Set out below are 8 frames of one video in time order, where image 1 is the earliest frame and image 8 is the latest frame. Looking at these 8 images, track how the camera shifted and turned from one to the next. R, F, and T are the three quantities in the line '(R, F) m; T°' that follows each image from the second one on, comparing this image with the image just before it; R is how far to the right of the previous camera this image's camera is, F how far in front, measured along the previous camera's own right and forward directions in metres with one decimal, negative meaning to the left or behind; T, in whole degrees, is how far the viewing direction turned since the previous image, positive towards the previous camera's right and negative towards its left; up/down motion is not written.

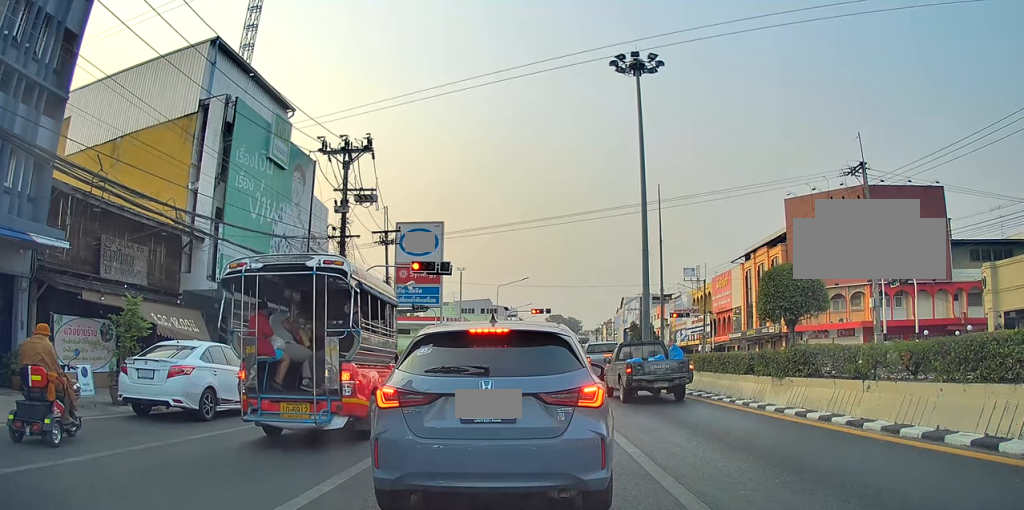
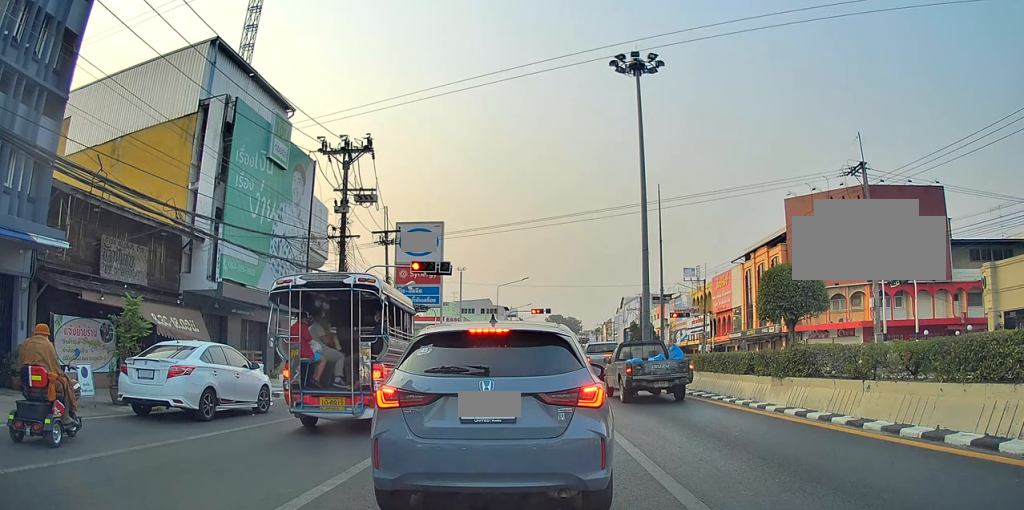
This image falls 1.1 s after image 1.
(0.0, +0.2) m; 0°
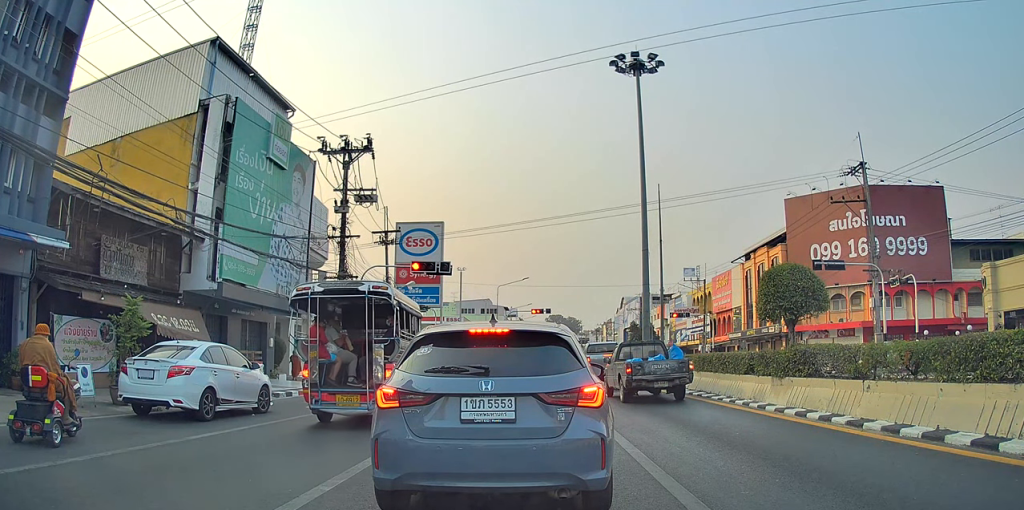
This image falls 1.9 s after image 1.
(0.0, -0.1) m; 0°
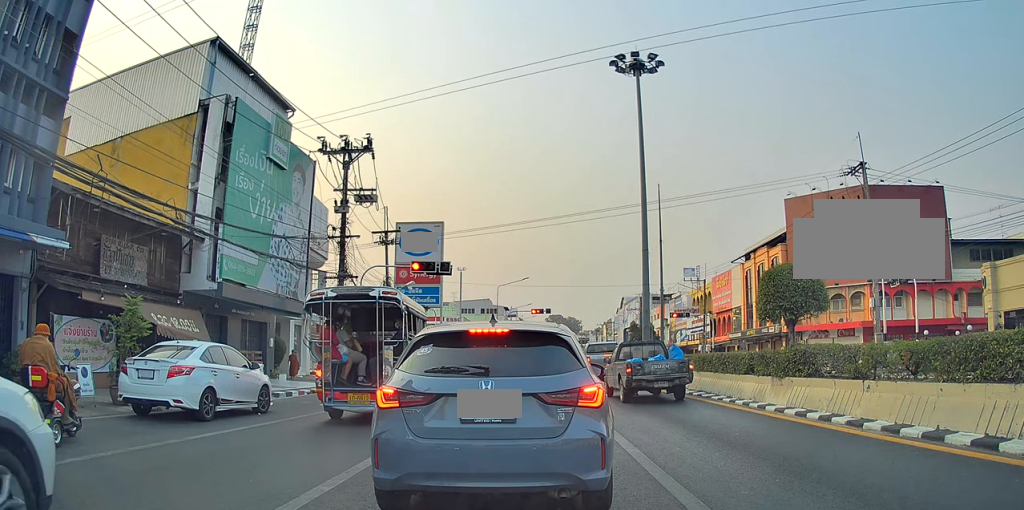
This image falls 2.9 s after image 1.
(0.0, 0.0) m; 0°
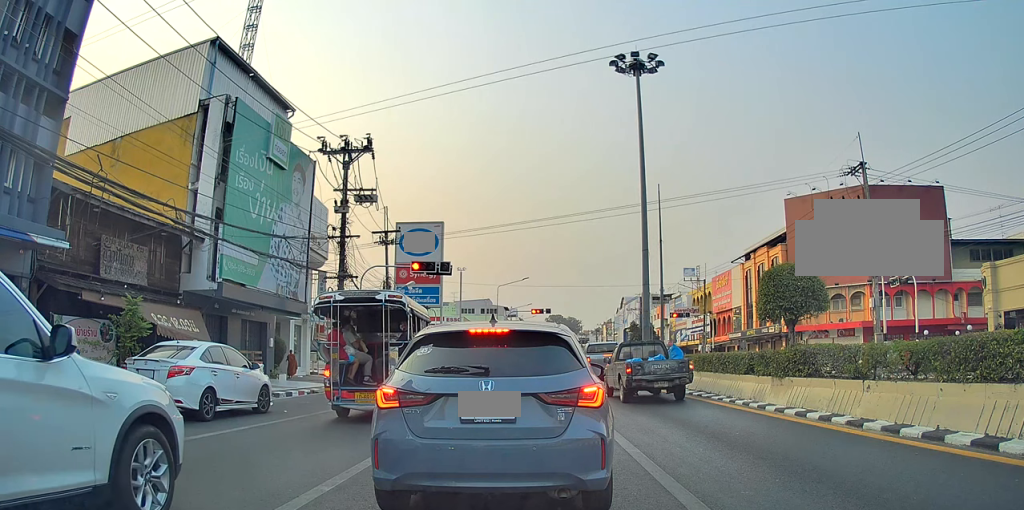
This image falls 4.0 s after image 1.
(0.0, 0.0) m; 0°
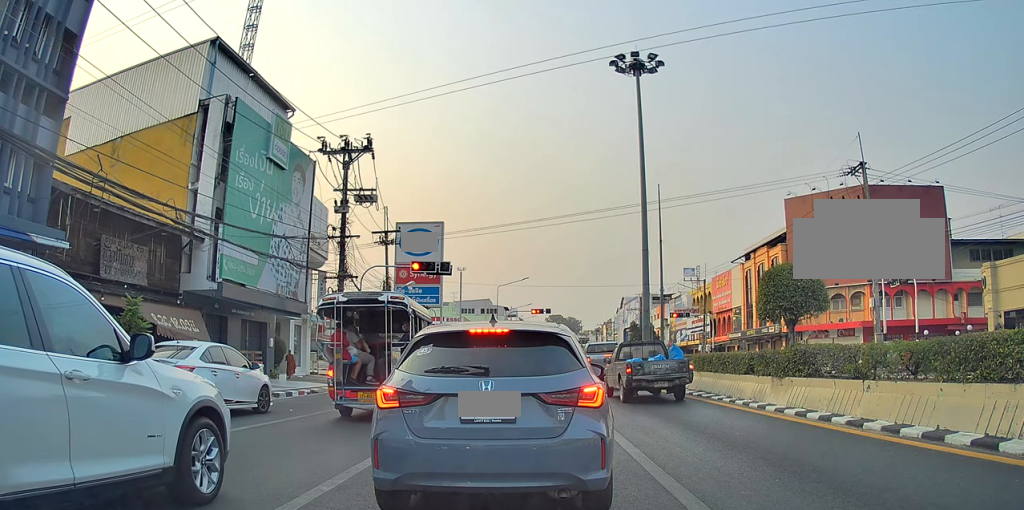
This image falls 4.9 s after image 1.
(0.0, 0.0) m; 0°
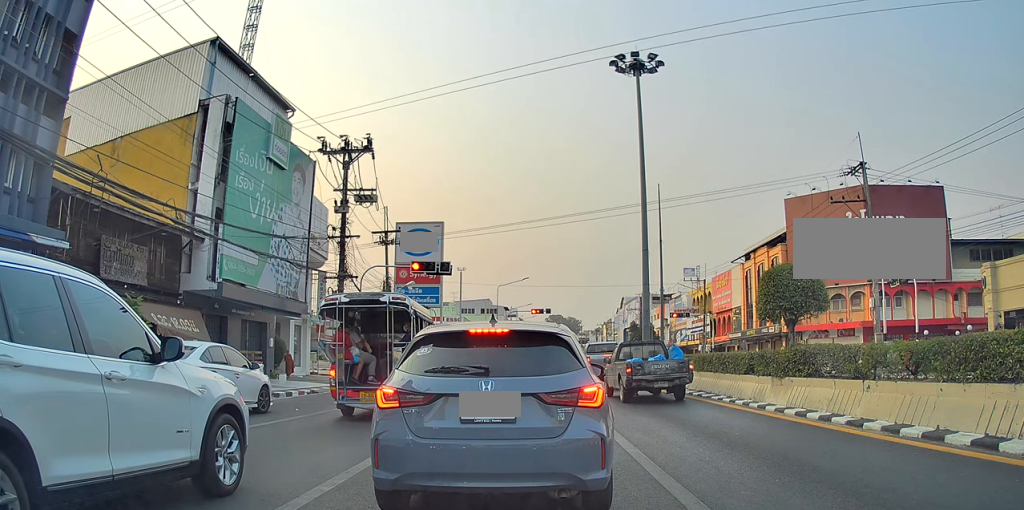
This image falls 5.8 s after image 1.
(0.0, 0.0) m; 0°
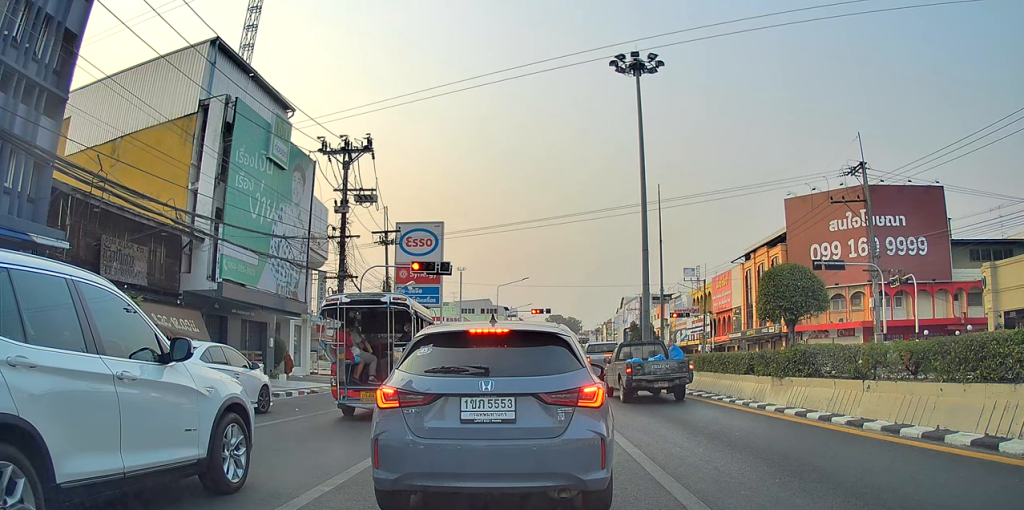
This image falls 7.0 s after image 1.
(0.0, 0.0) m; 0°
